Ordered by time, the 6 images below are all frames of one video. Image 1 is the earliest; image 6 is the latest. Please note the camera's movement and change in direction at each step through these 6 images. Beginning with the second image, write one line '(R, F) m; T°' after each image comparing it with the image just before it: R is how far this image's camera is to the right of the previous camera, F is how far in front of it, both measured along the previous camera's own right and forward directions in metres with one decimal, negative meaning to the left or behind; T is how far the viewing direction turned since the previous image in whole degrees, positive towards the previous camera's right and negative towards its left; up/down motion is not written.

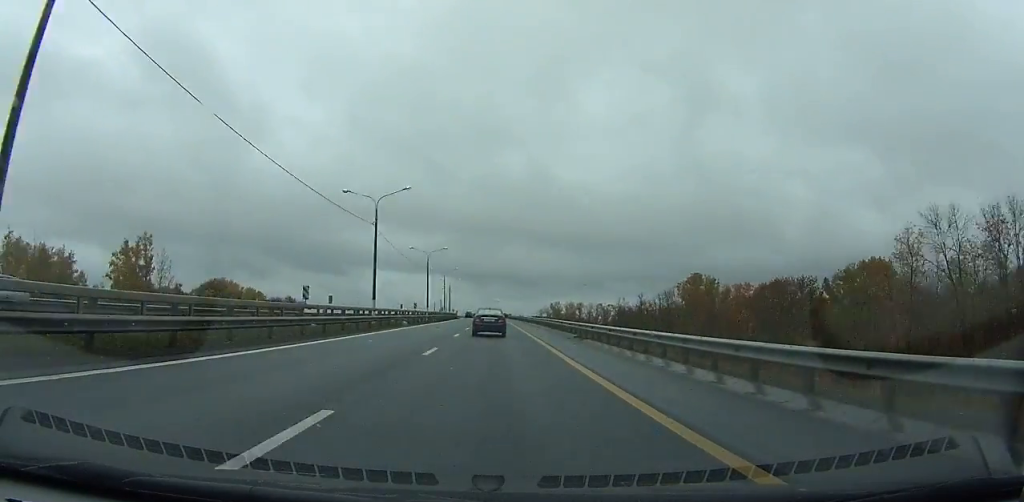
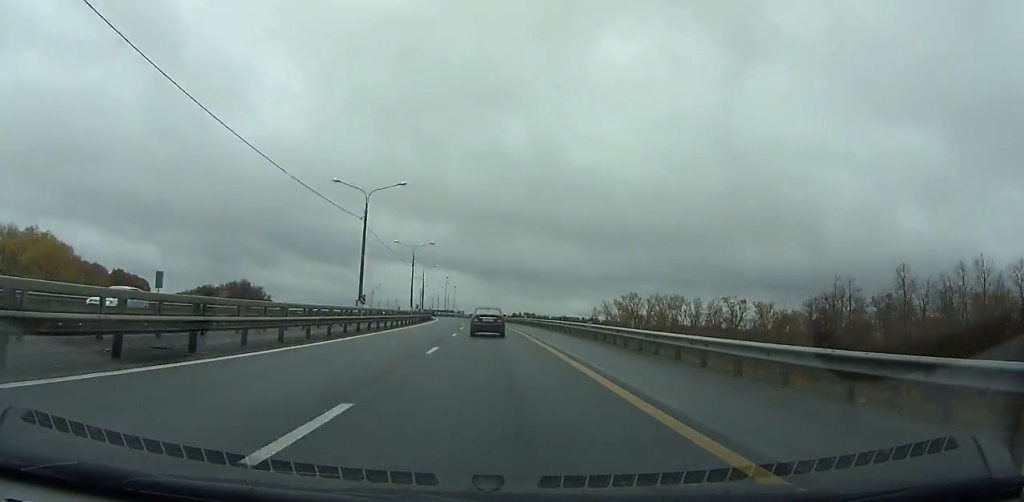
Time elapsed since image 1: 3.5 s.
(-0.2, +105.3) m; -2°
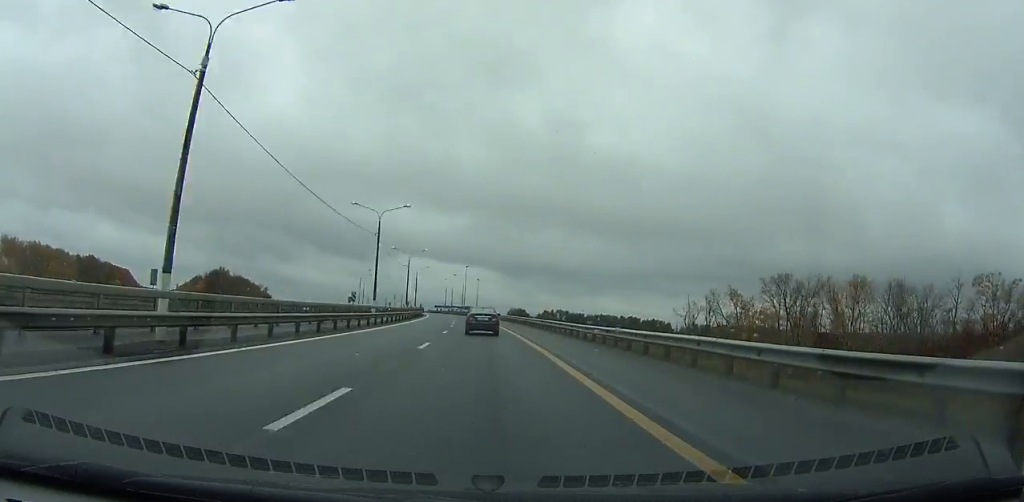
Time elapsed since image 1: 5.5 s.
(-1.2, +60.9) m; -2°
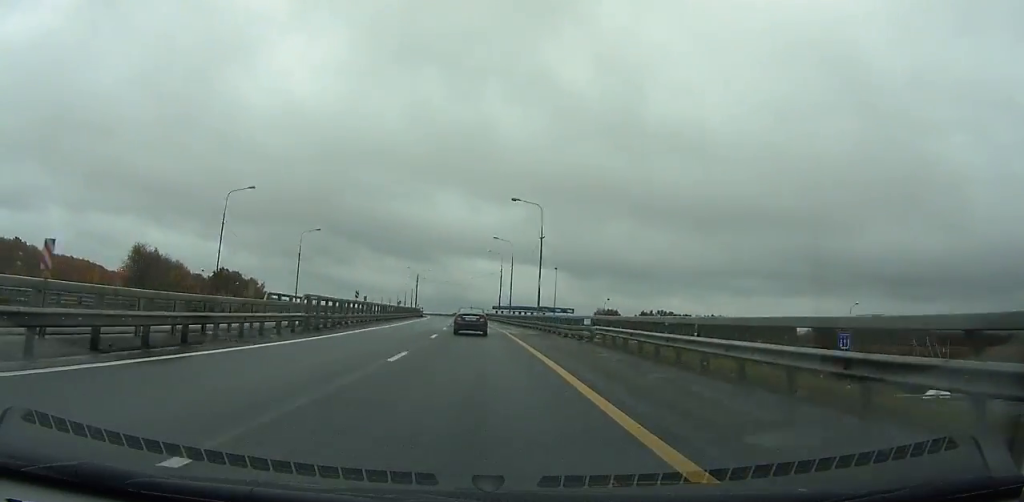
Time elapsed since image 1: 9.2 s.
(-4.6, +112.8) m; -6°
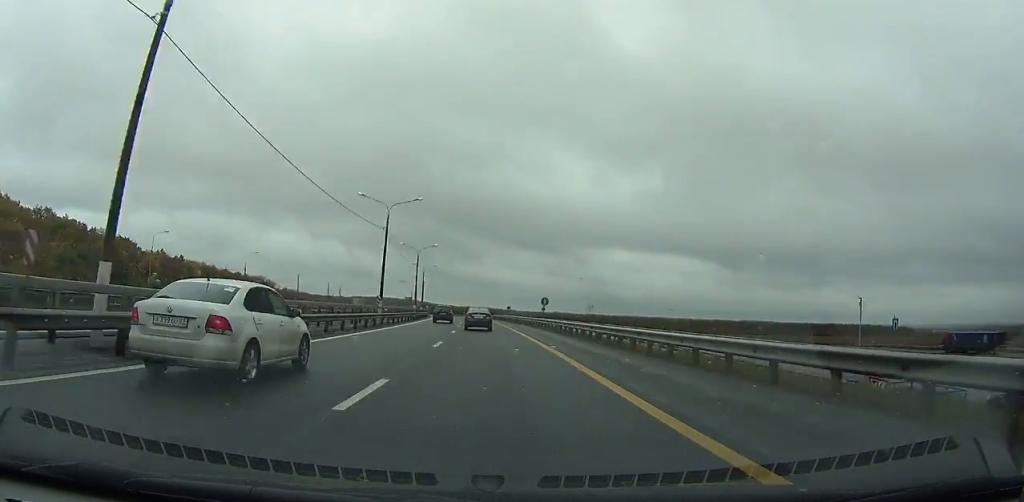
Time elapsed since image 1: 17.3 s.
(-32.3, +247.9) m; -14°
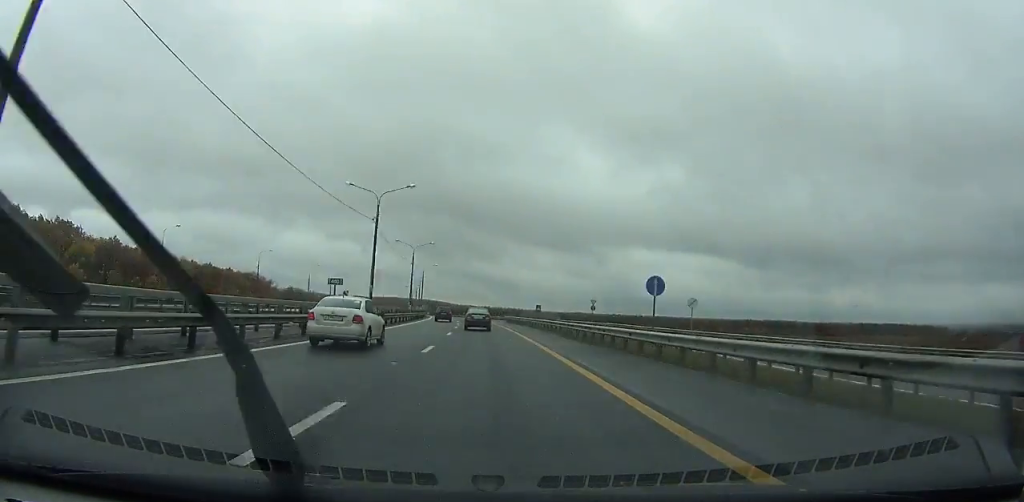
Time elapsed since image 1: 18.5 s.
(-0.1, +37.4) m; -2°
